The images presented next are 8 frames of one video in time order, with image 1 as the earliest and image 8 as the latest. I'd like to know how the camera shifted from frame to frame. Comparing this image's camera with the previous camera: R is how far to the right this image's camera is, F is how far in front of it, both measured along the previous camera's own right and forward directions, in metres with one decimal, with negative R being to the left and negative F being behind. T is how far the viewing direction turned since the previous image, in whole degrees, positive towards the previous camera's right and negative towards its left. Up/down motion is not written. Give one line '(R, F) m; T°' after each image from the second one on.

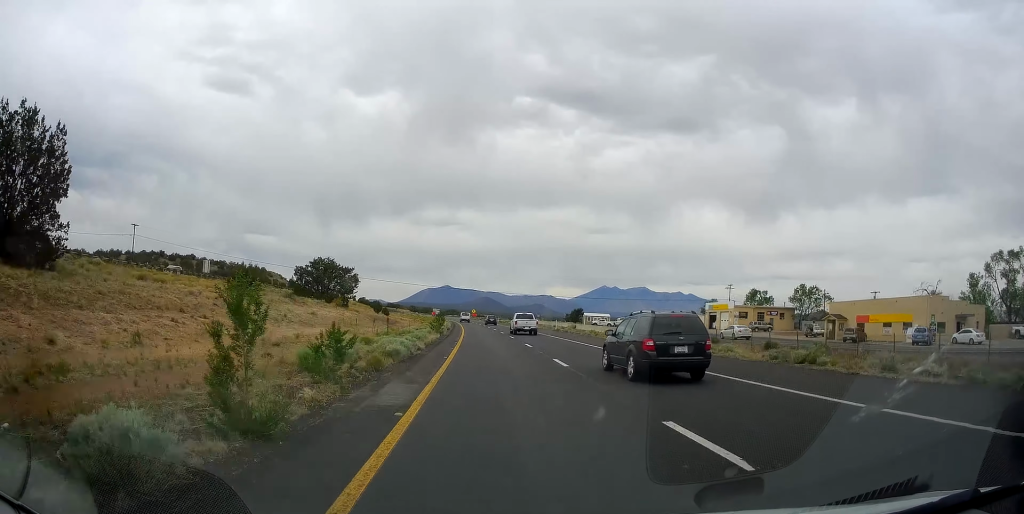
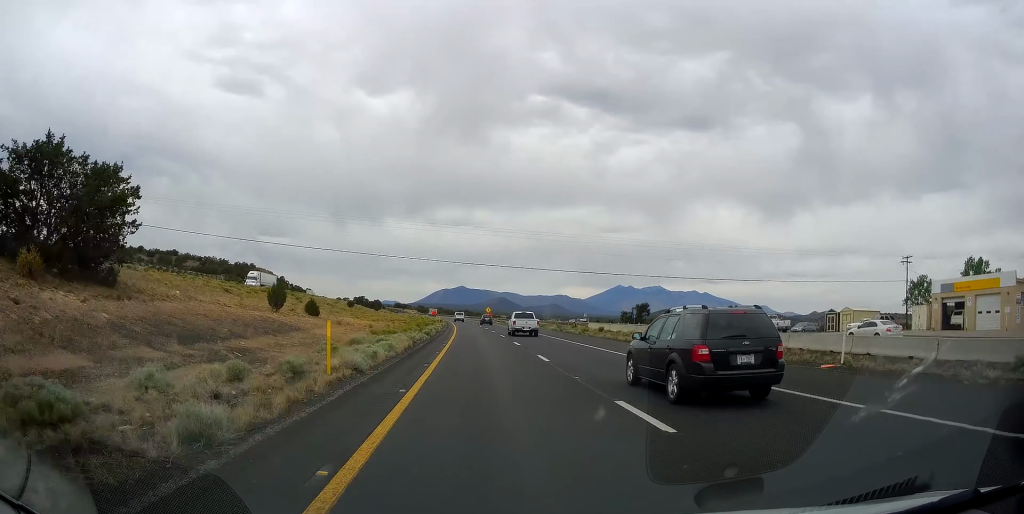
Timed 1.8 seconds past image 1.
(-1.0, +59.0) m; -2°
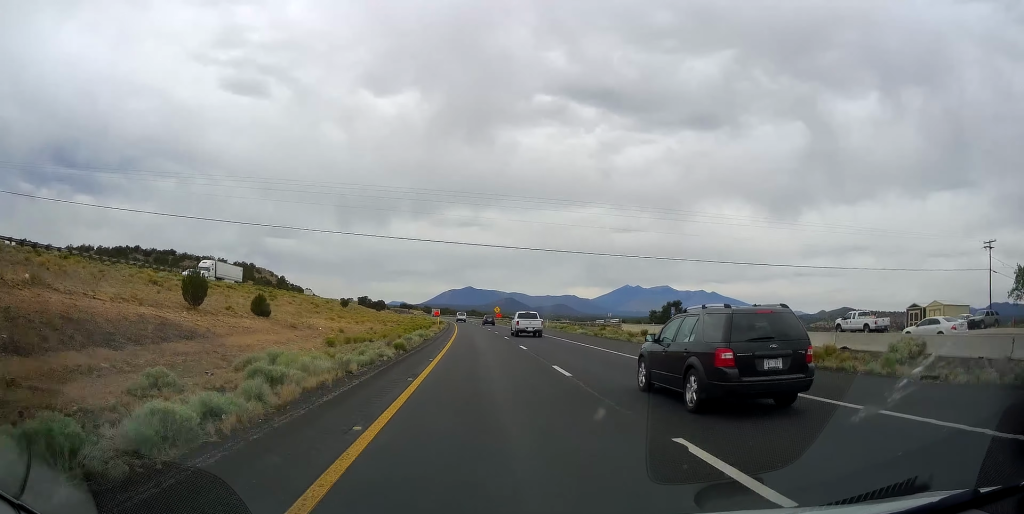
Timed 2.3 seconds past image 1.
(+0.2, +16.2) m; -1°
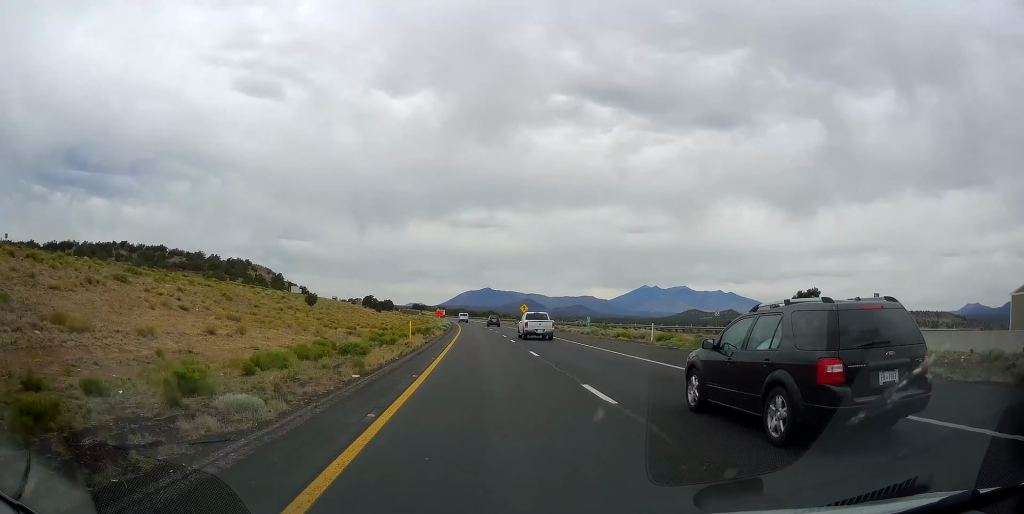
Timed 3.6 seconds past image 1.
(-1.1, +42.3) m; -2°
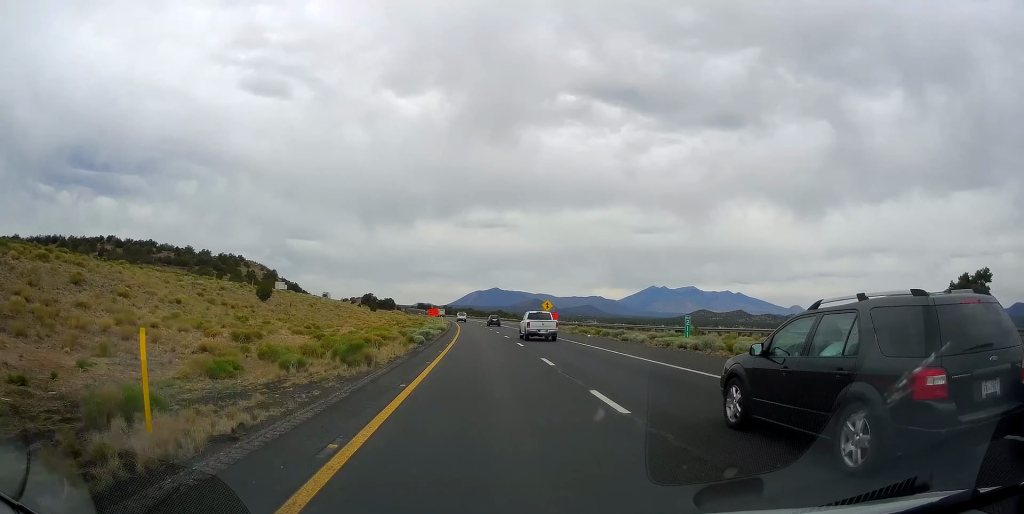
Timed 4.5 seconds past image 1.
(-0.2, +27.0) m; -1°
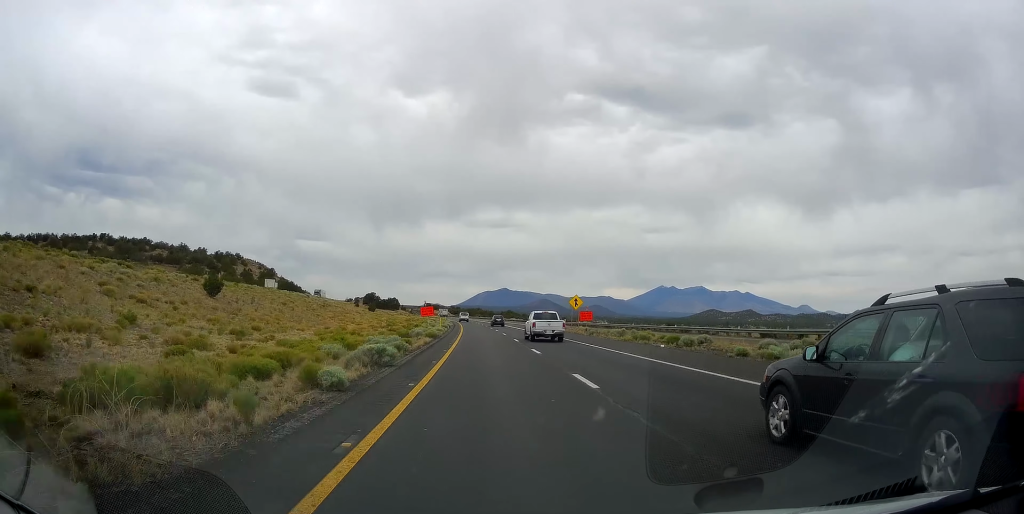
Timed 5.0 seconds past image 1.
(0.0, +18.4) m; -1°
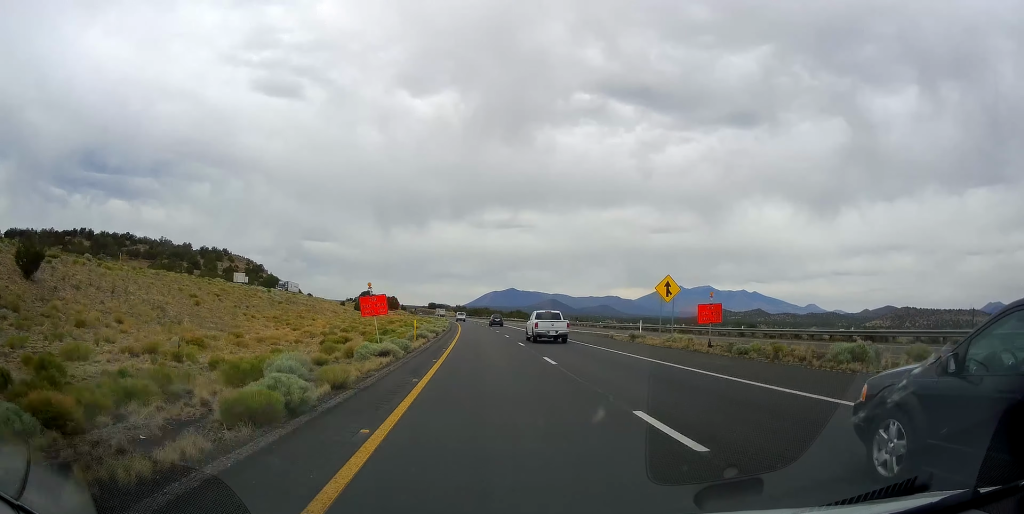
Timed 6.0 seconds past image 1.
(-0.4, +30.3) m; -1°
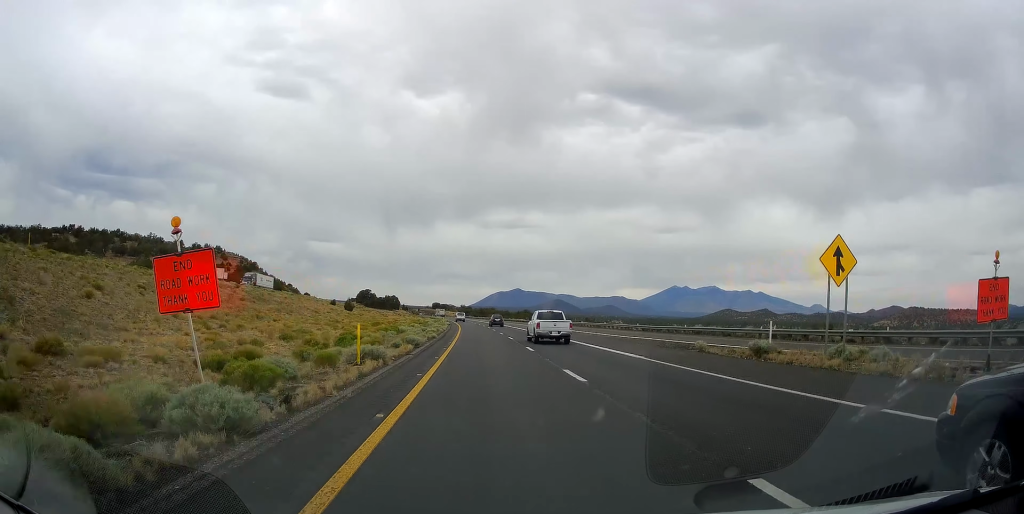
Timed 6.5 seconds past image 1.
(-0.1, +17.3) m; -1°
